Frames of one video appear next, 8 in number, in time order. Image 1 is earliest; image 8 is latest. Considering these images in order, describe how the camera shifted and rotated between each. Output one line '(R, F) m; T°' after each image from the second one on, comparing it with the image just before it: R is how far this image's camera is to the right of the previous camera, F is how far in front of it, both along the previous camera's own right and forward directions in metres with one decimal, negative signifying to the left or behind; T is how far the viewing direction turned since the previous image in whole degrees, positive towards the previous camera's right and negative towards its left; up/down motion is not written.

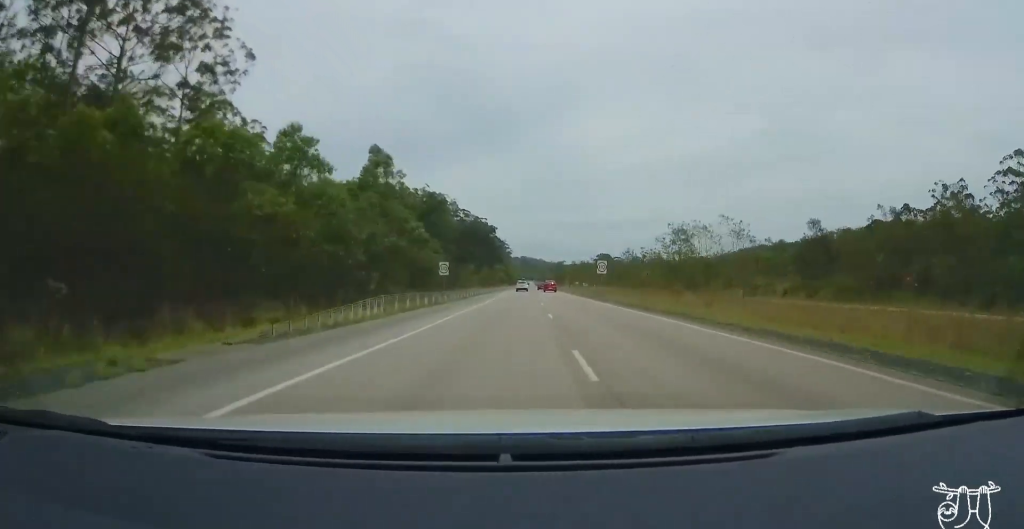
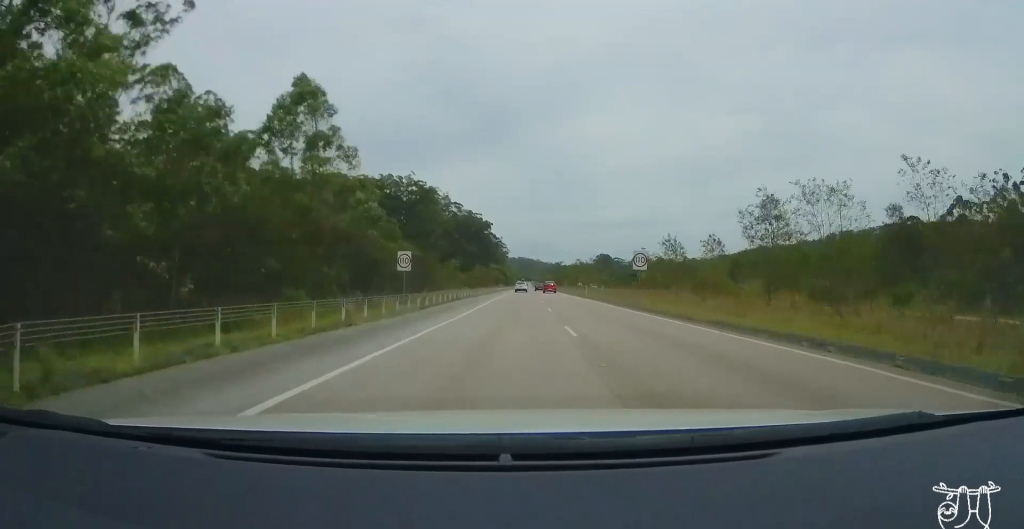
(-0.2, +17.9) m; 0°
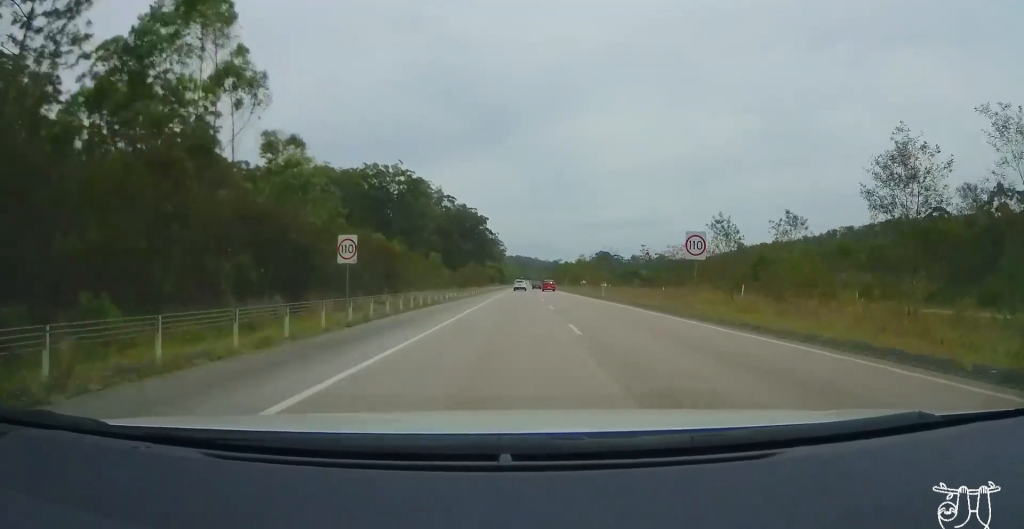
(+0.2, +11.8) m; 0°
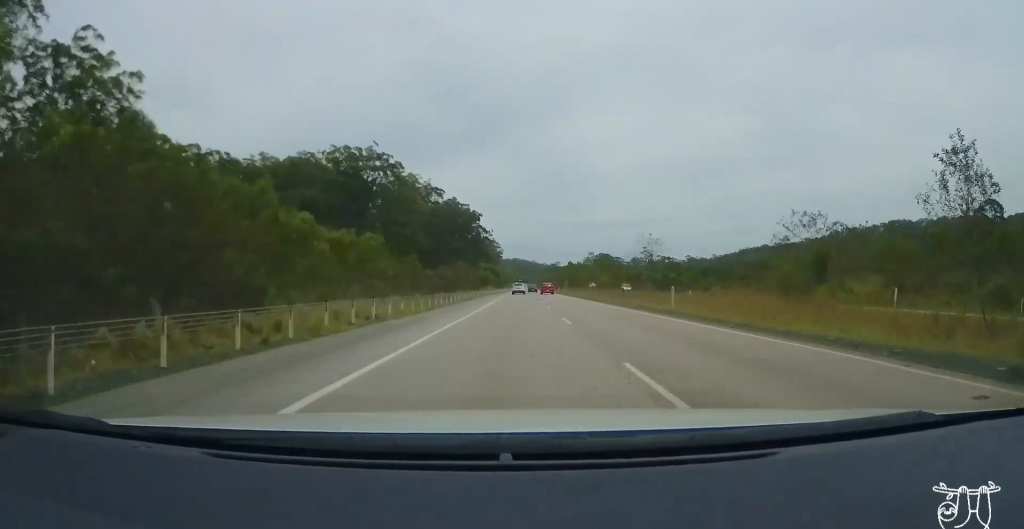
(+0.2, +18.8) m; +1°
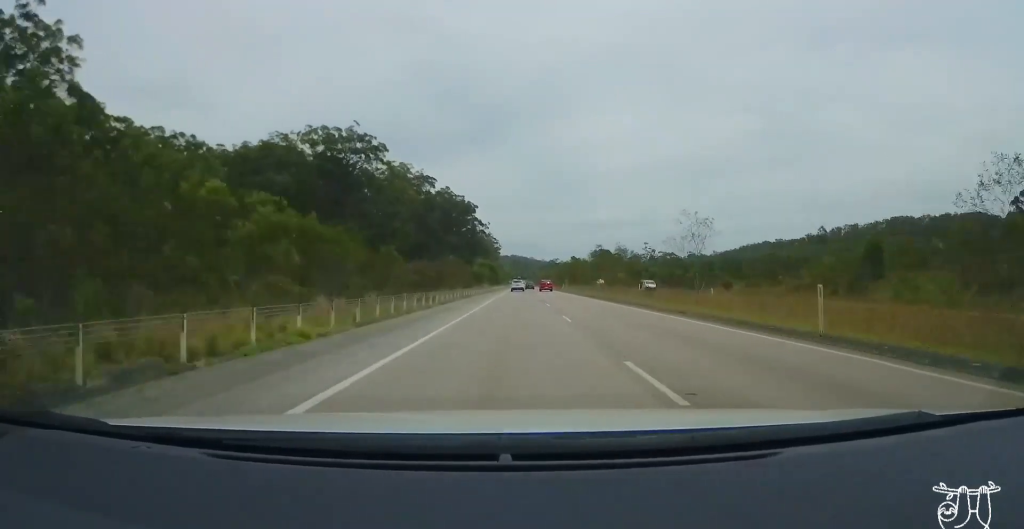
(0.0, +11.6) m; 0°
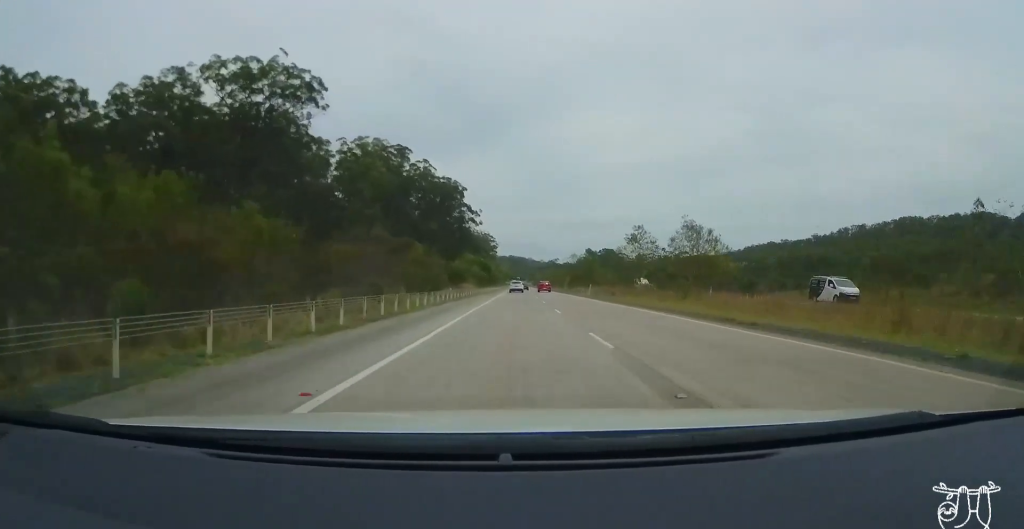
(+0.2, +31.2) m; +1°
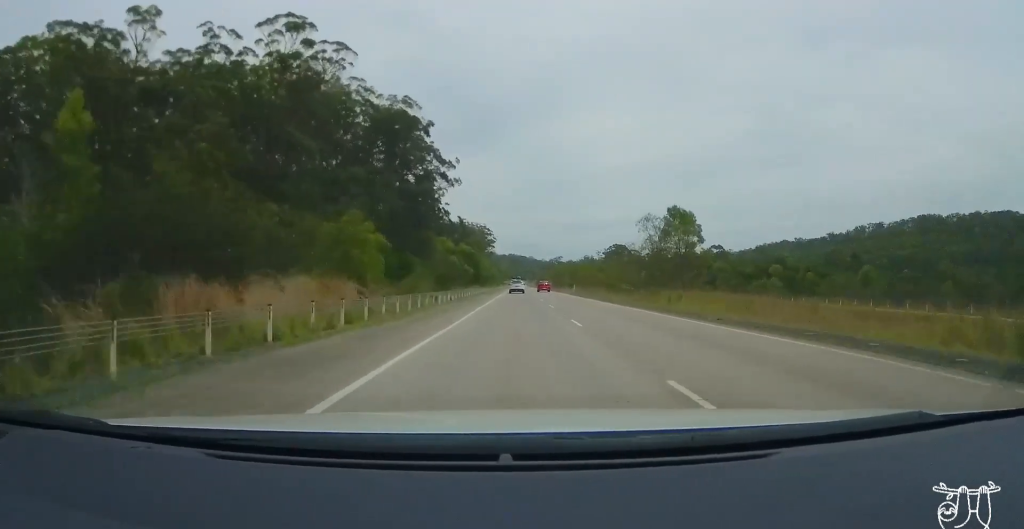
(+0.5, +53.8) m; 0°
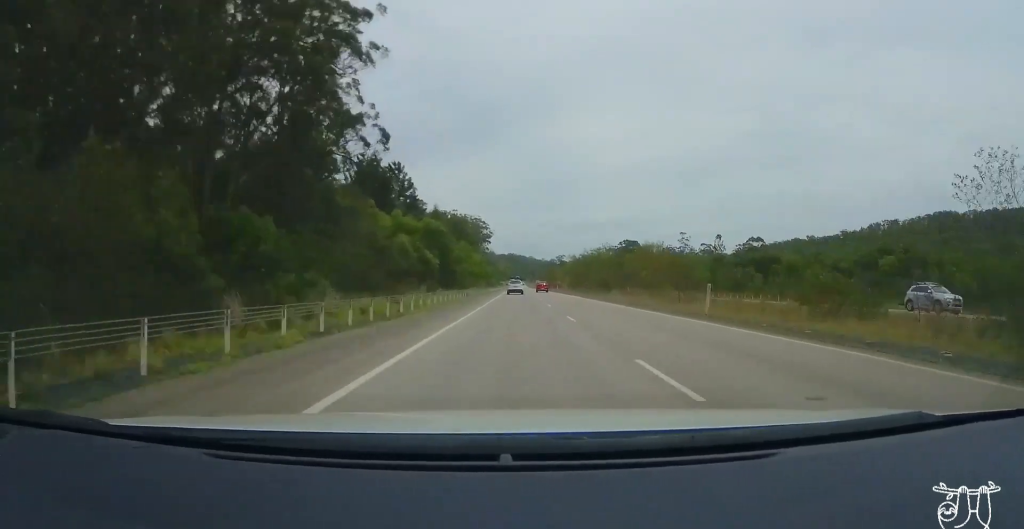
(-0.5, +44.4) m; 0°
